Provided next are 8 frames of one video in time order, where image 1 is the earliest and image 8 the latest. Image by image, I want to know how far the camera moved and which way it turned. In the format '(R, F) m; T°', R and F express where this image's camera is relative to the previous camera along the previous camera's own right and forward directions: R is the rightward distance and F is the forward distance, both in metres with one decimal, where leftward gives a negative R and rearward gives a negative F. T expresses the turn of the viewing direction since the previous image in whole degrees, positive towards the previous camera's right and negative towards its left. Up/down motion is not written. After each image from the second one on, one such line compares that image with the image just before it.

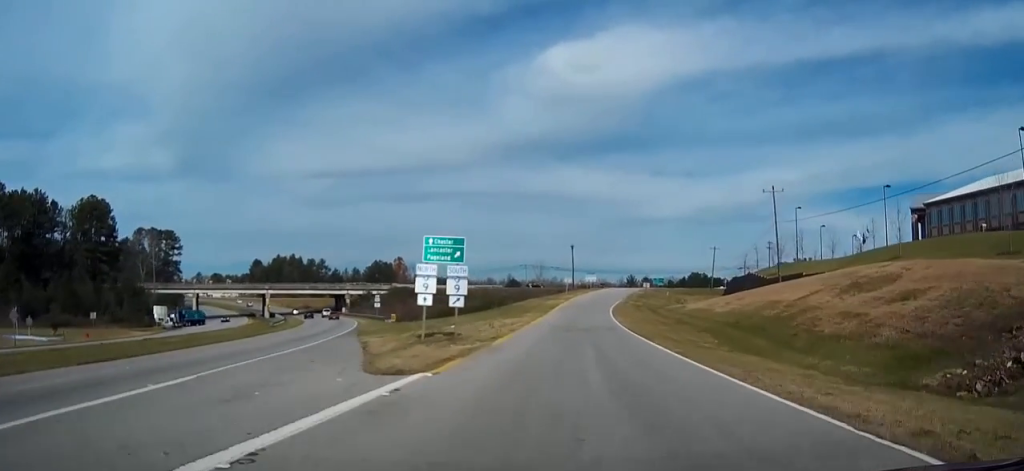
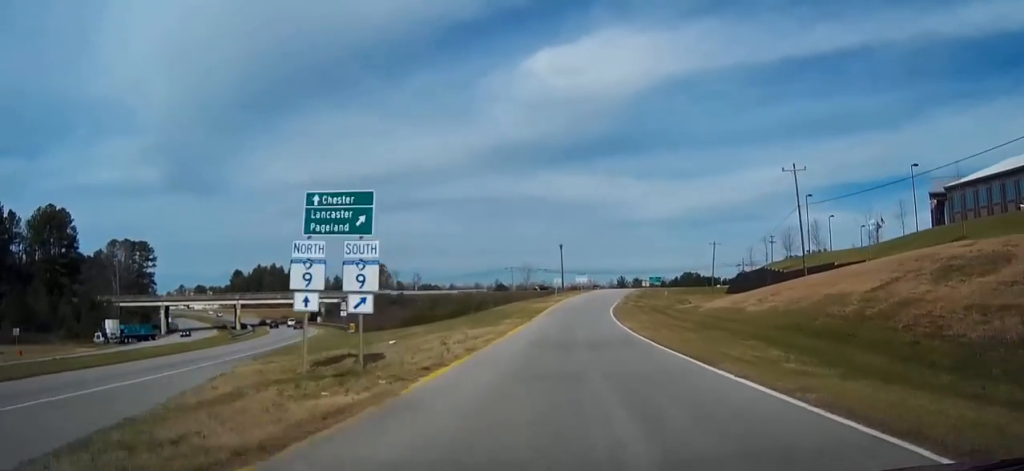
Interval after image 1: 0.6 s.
(+0.1, +12.2) m; +1°
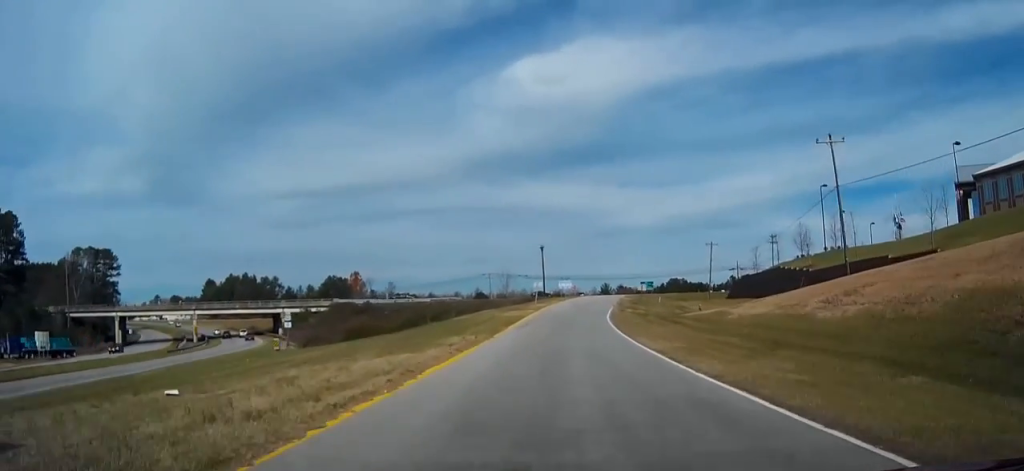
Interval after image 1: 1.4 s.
(+0.1, +14.7) m; +1°
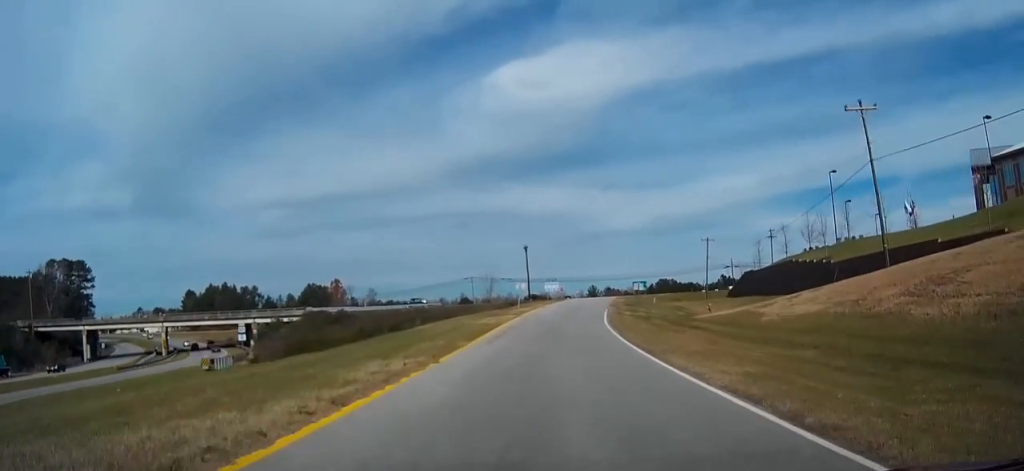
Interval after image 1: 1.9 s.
(+0.1, +9.5) m; +1°
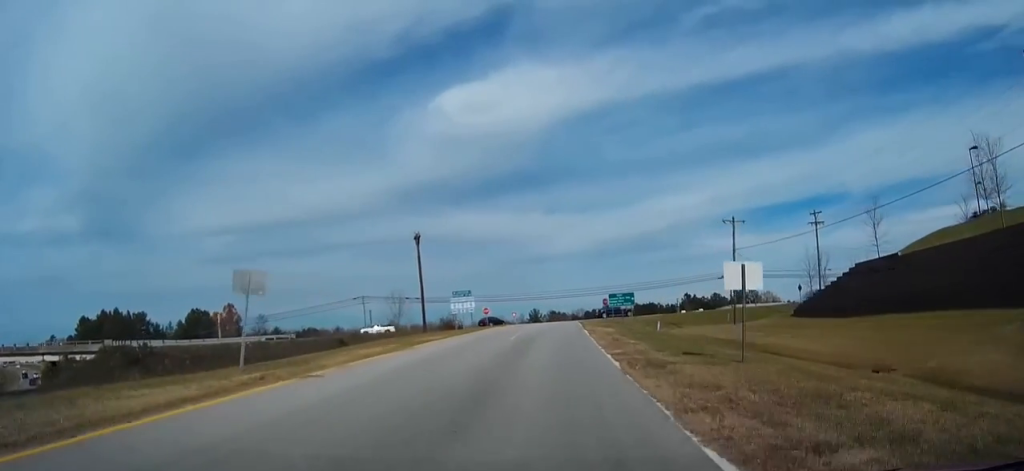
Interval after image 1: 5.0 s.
(+2.6, +56.7) m; +5°
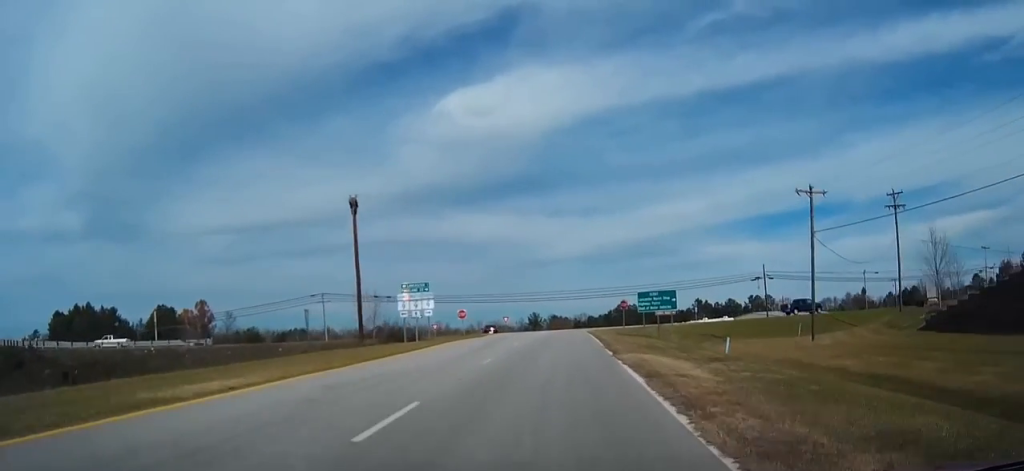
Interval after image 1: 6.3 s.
(+0.3, +24.2) m; +1°
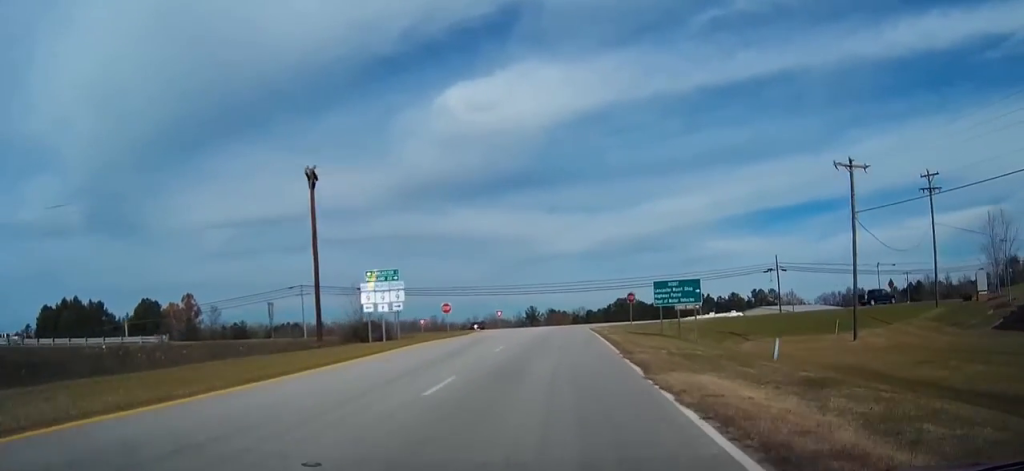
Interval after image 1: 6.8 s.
(-0.1, +8.5) m; 0°
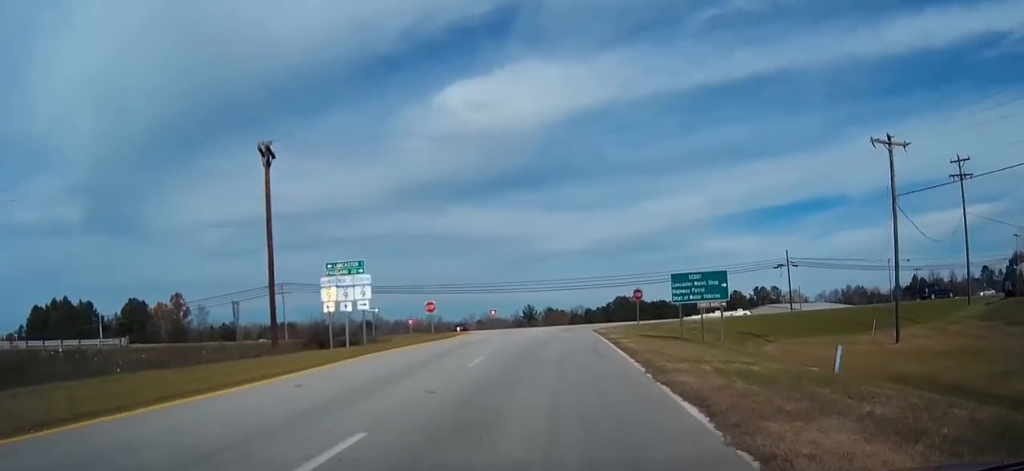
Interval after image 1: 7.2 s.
(0.0, +6.5) m; 0°
